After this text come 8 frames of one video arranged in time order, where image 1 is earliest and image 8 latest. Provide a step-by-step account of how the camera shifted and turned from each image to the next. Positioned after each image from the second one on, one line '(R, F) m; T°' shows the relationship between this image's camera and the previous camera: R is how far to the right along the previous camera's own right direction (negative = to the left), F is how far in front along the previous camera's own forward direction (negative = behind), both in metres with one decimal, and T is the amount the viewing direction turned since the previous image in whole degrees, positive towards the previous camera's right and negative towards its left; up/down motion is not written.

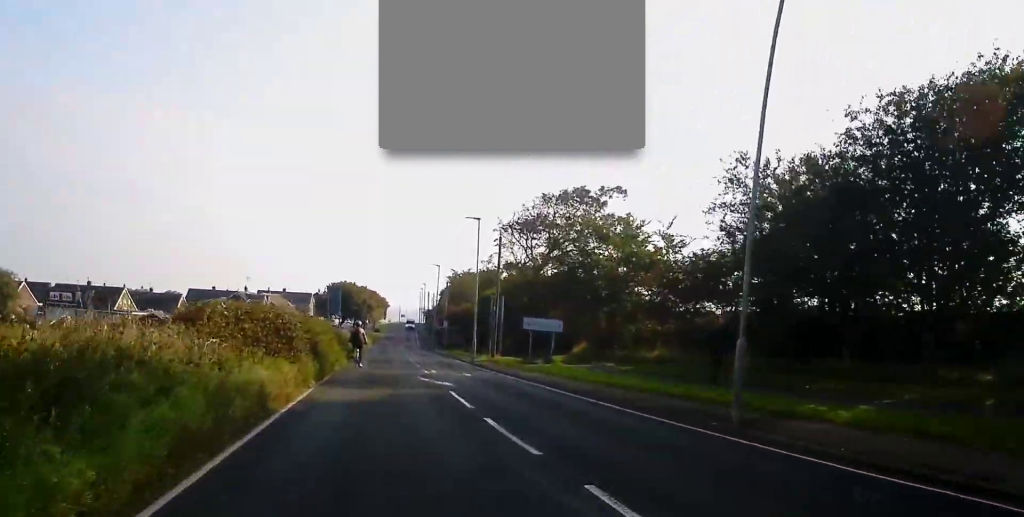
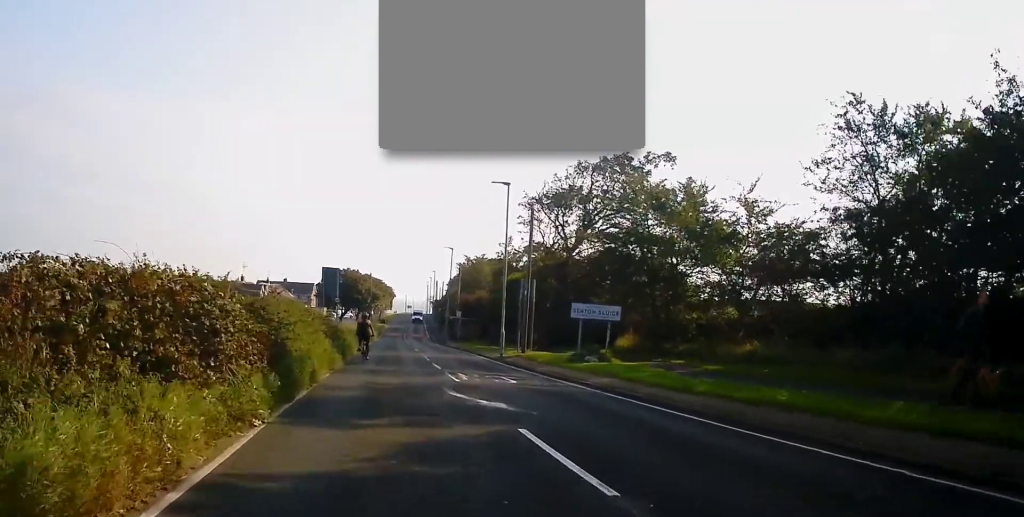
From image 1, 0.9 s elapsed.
(-0.5, +8.4) m; 0°
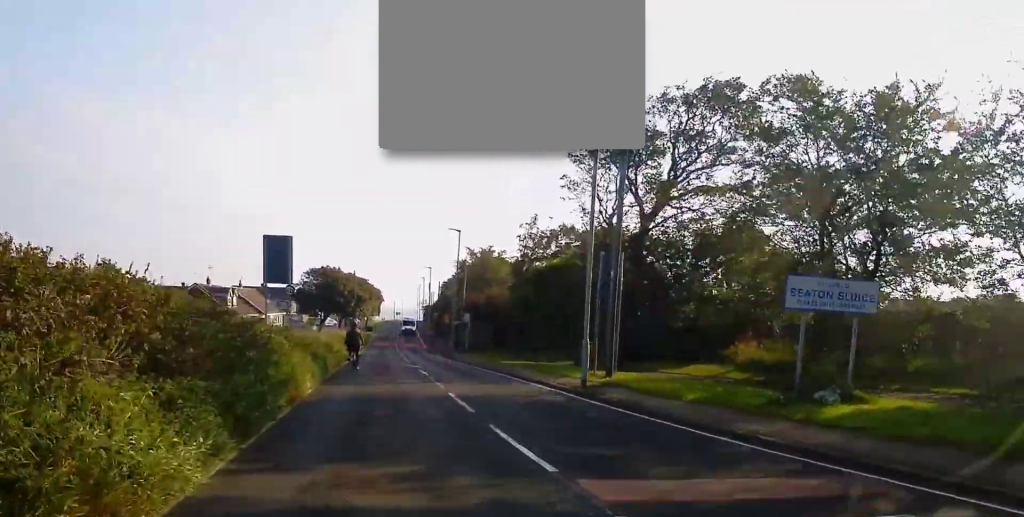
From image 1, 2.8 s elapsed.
(+0.9, +17.1) m; 0°
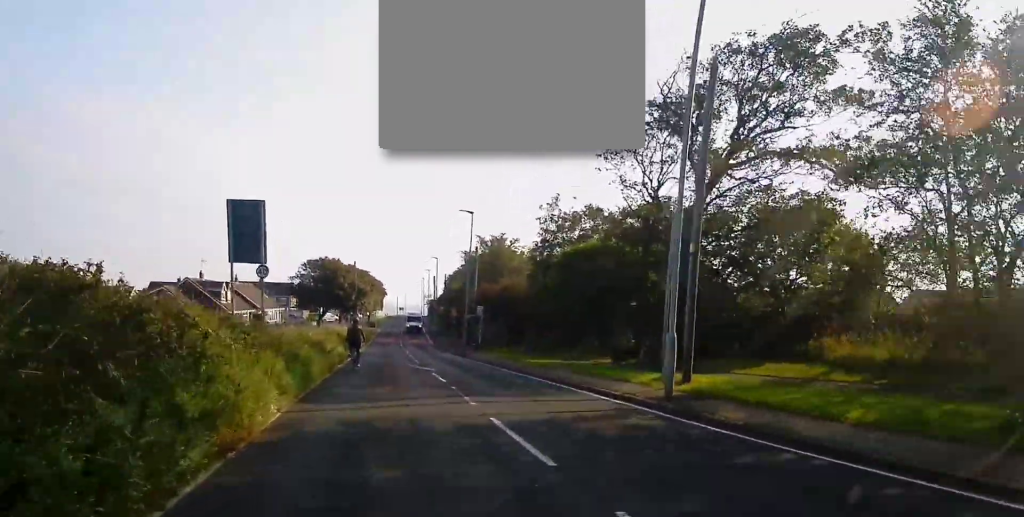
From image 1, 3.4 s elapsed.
(-0.2, +5.9) m; 0°
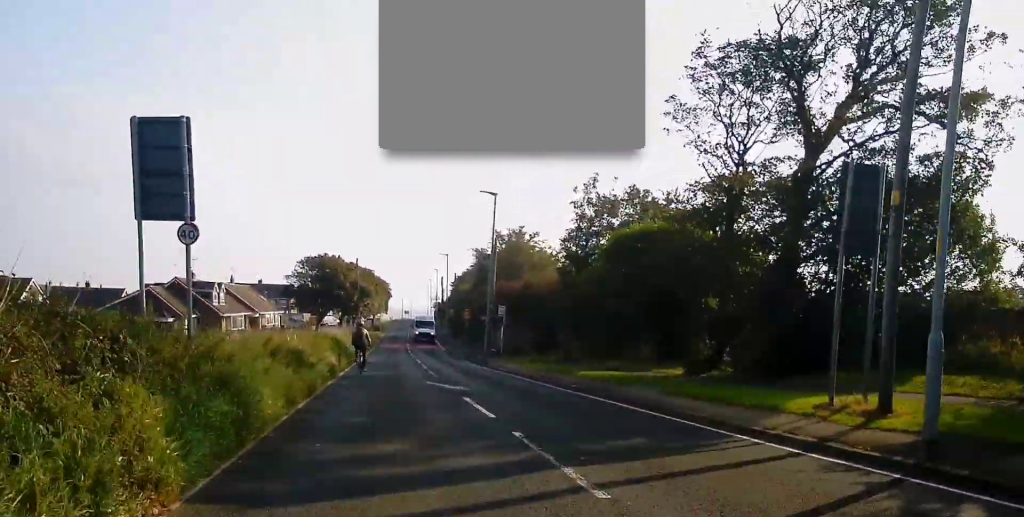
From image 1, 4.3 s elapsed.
(0.0, +7.6) m; +1°
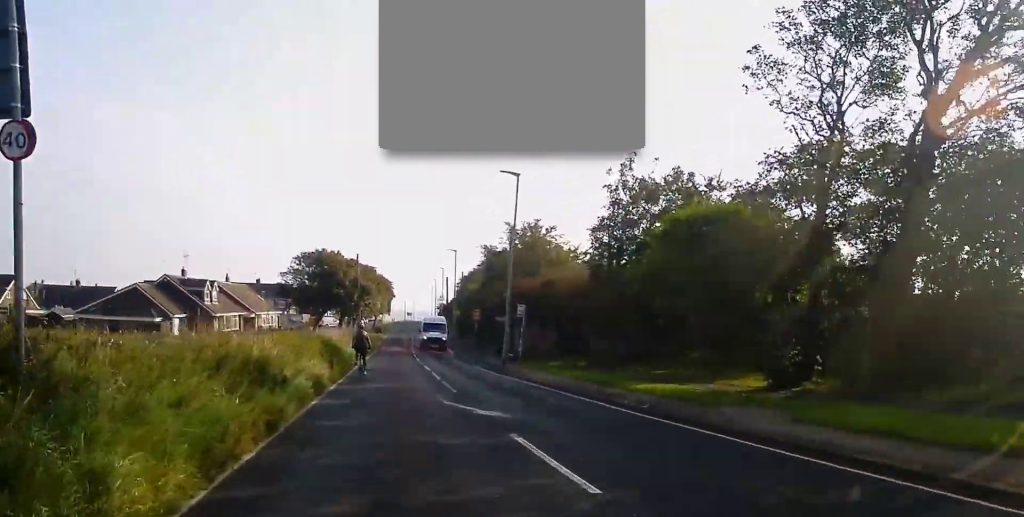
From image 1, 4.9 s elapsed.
(+0.3, +5.7) m; +1°
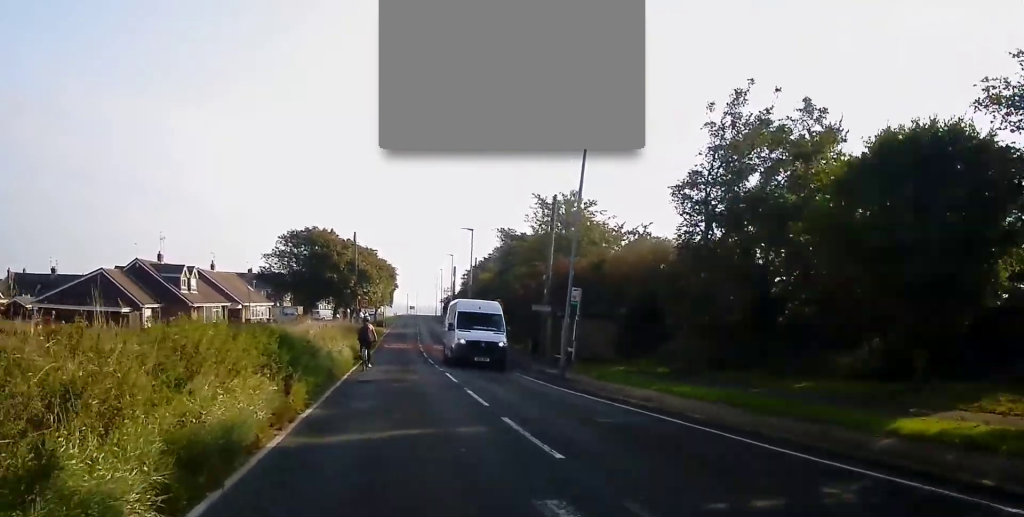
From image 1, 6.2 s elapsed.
(-0.4, +10.6) m; -2°
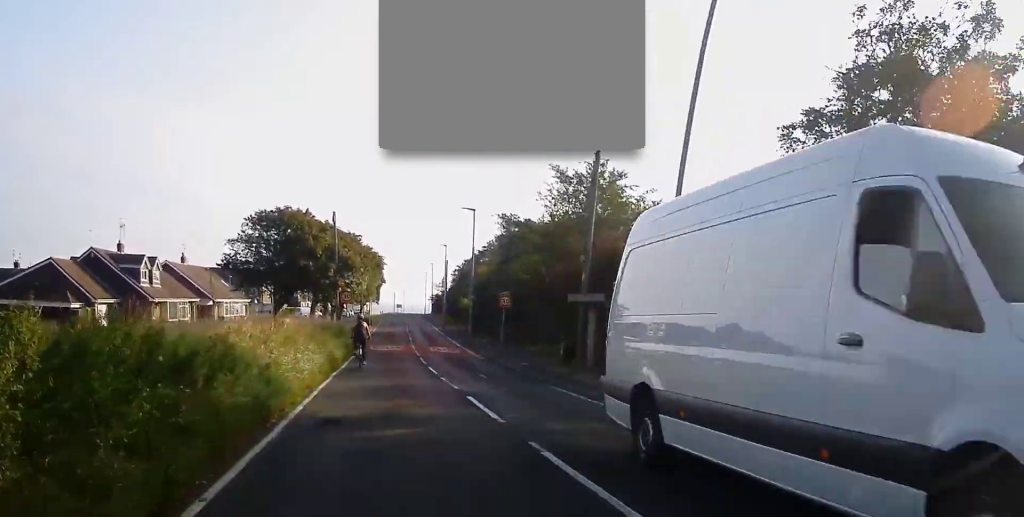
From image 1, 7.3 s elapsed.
(0.0, +8.8) m; +2°
